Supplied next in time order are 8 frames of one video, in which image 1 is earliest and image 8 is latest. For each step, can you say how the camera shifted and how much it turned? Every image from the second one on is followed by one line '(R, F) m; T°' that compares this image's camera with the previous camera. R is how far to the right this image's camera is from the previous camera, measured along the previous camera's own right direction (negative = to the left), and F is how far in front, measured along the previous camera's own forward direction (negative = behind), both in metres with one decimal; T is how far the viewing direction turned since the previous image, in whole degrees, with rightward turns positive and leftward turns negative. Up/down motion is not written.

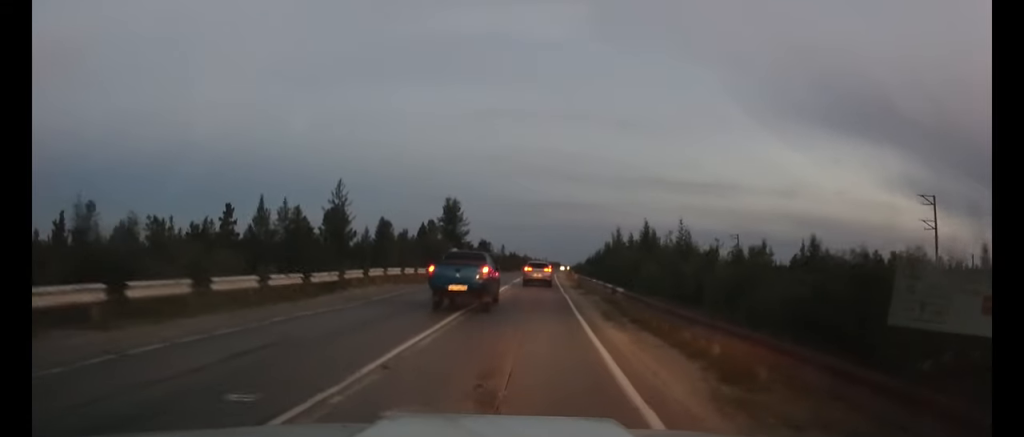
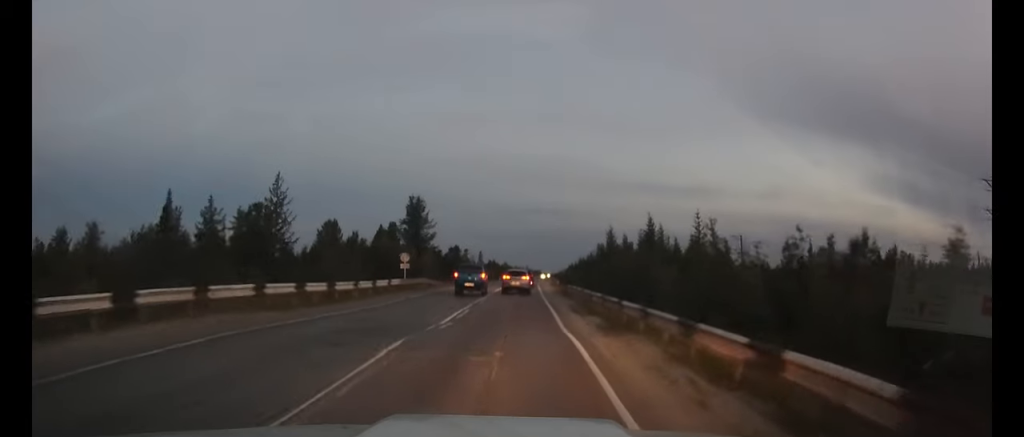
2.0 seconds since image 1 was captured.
(+0.1, +13.6) m; +1°
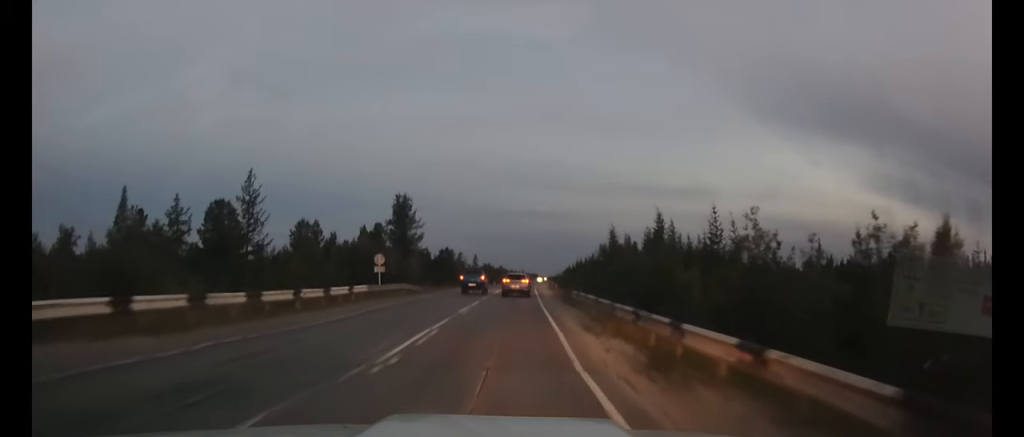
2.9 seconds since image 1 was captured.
(0.0, +6.3) m; 0°
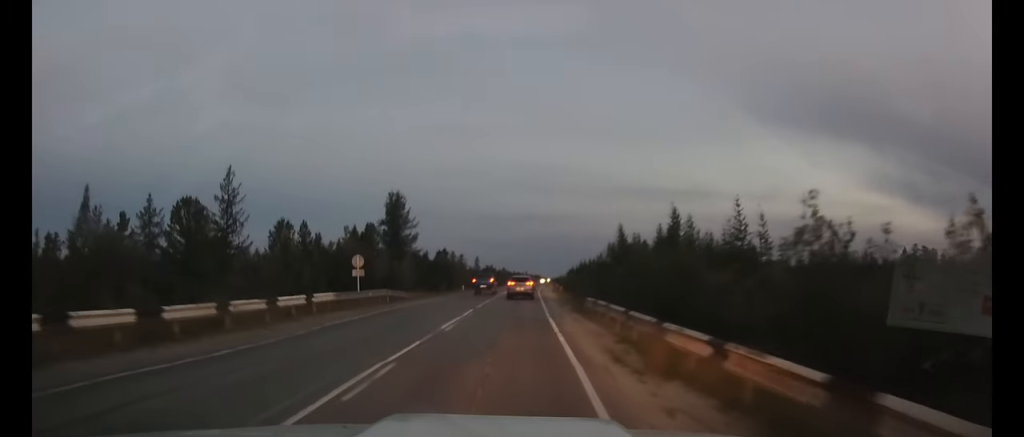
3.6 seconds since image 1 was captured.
(0.0, +5.2) m; 0°
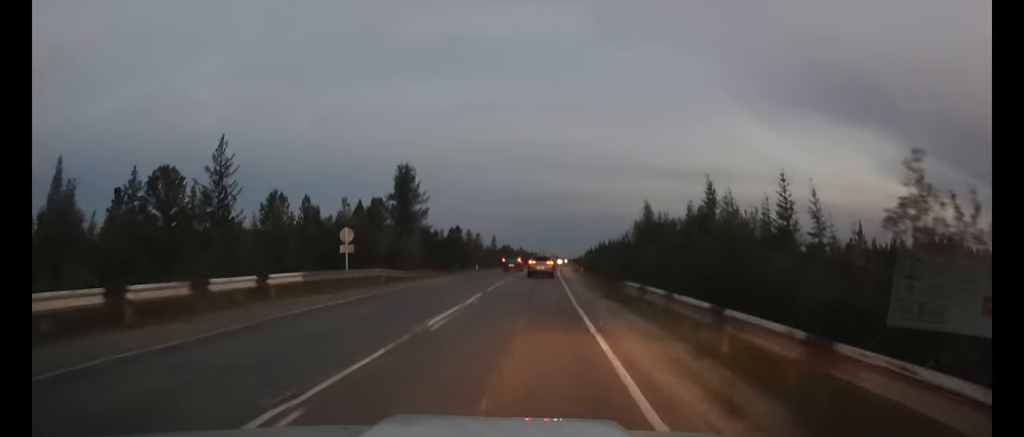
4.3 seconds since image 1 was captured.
(0.0, +4.8) m; 0°
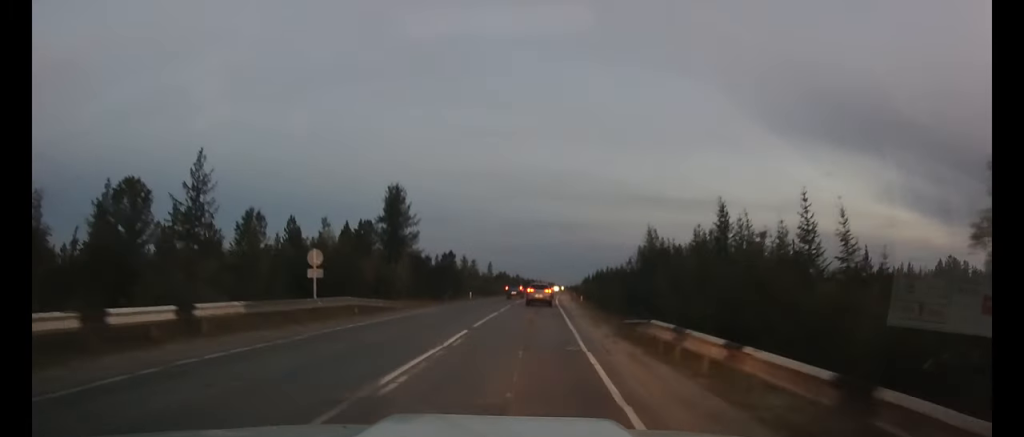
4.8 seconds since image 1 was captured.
(0.0, +3.5) m; 0°
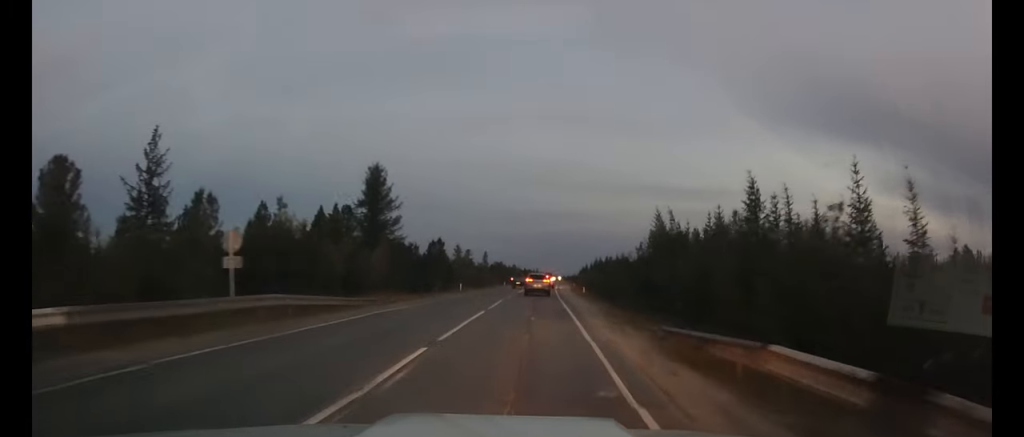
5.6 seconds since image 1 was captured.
(0.0, +6.3) m; 0°
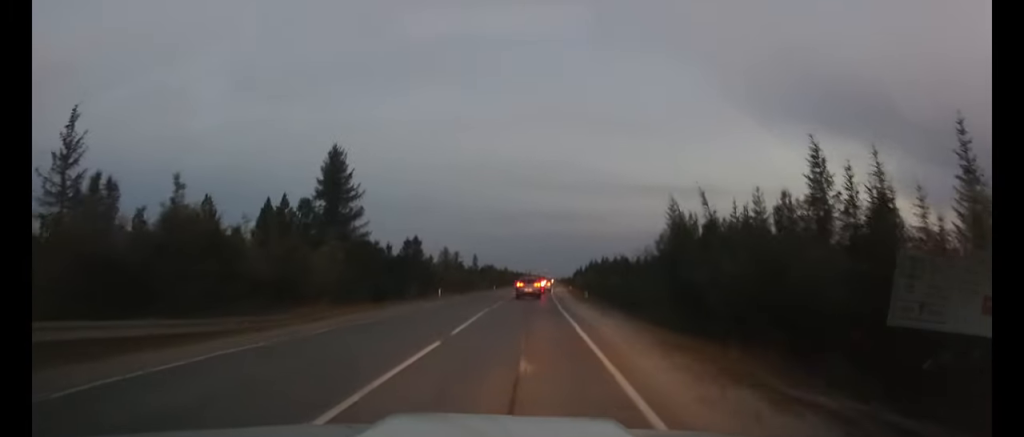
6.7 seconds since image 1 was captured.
(0.0, +9.8) m; 0°
